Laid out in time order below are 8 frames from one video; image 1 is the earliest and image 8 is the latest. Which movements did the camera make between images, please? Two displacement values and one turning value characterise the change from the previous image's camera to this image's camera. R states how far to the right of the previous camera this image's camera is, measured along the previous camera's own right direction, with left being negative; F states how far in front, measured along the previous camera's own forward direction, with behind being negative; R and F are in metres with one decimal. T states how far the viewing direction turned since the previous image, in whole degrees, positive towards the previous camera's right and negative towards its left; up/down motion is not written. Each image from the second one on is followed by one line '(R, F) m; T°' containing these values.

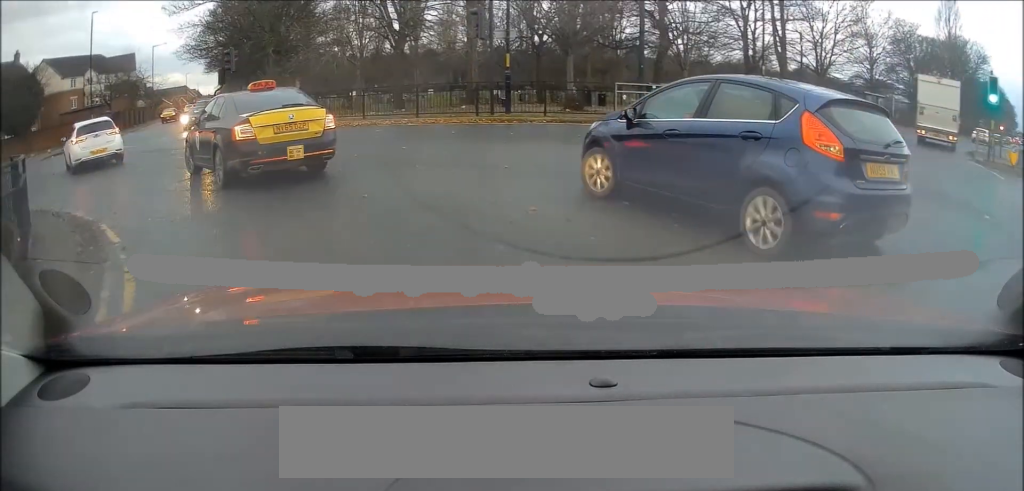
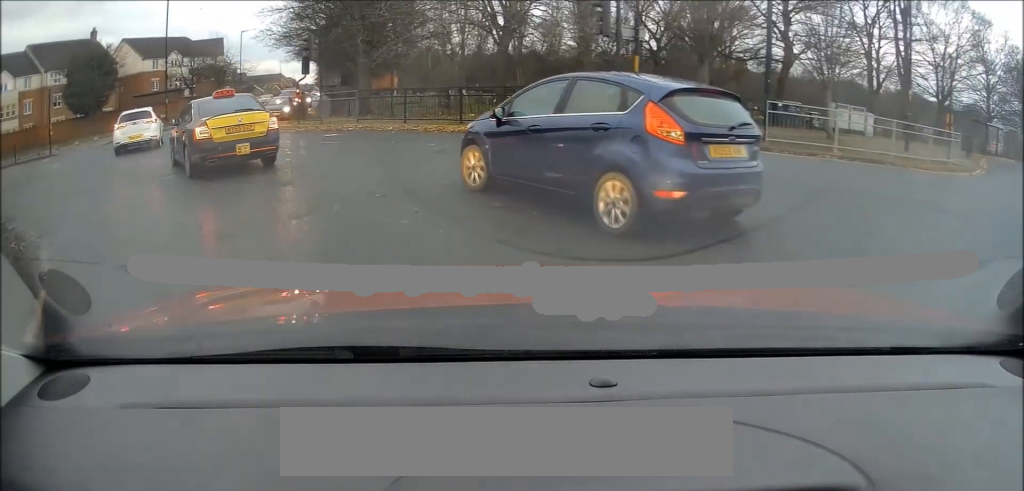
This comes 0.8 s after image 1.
(-0.1, +4.3) m; -8°
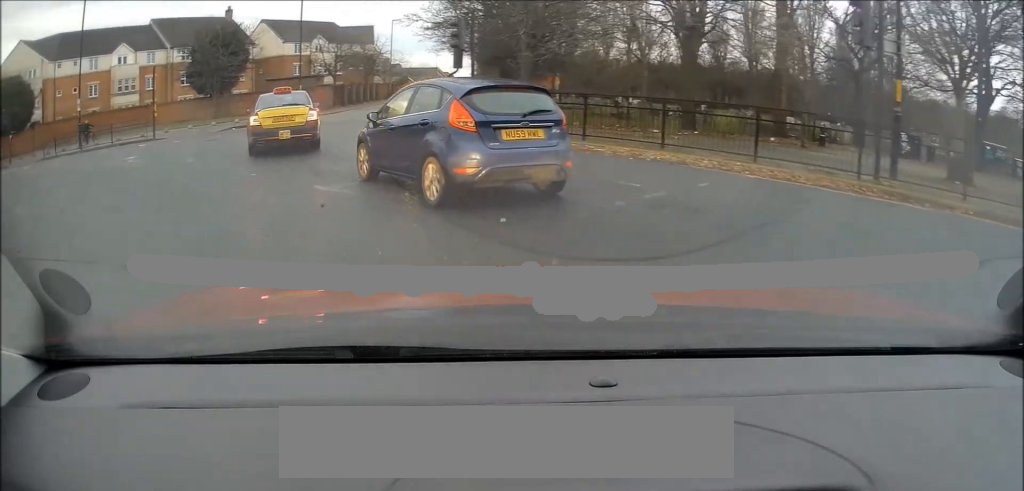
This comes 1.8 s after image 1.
(-0.7, +4.9) m; -15°
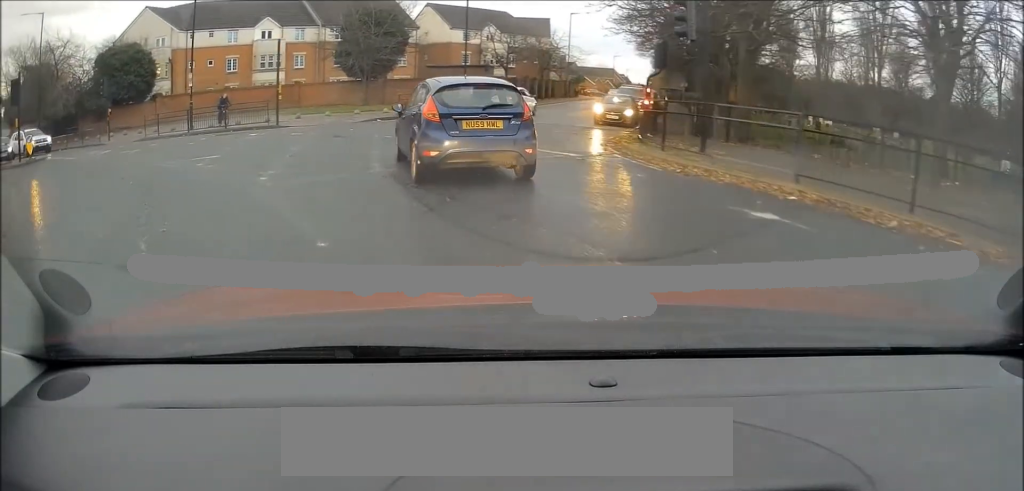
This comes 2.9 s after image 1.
(-0.8, +5.3) m; -16°
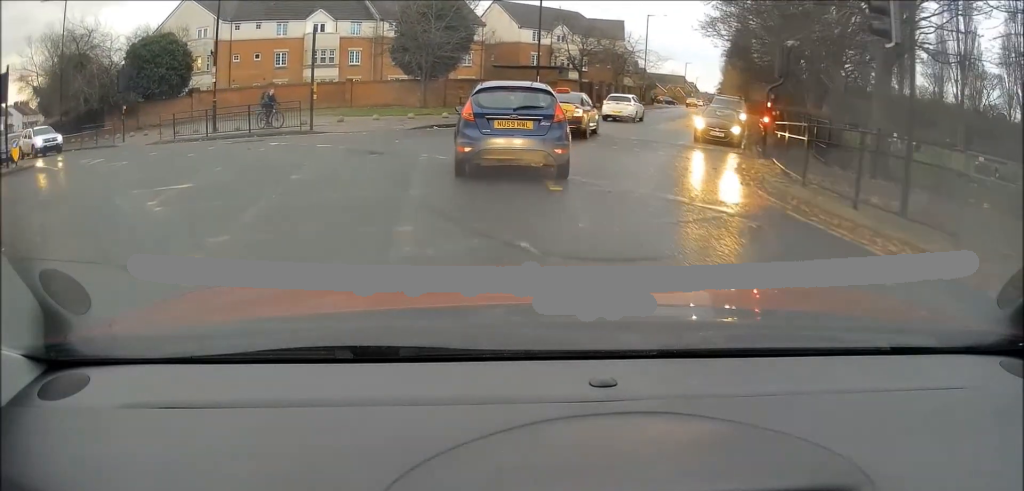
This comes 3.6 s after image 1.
(-0.5, +4.2) m; -7°
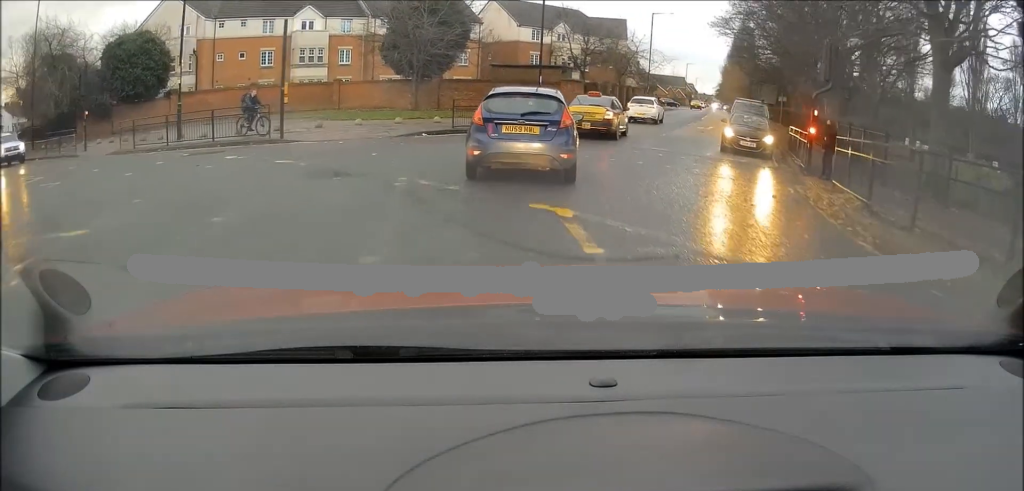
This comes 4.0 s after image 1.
(-0.1, +2.9) m; -2°
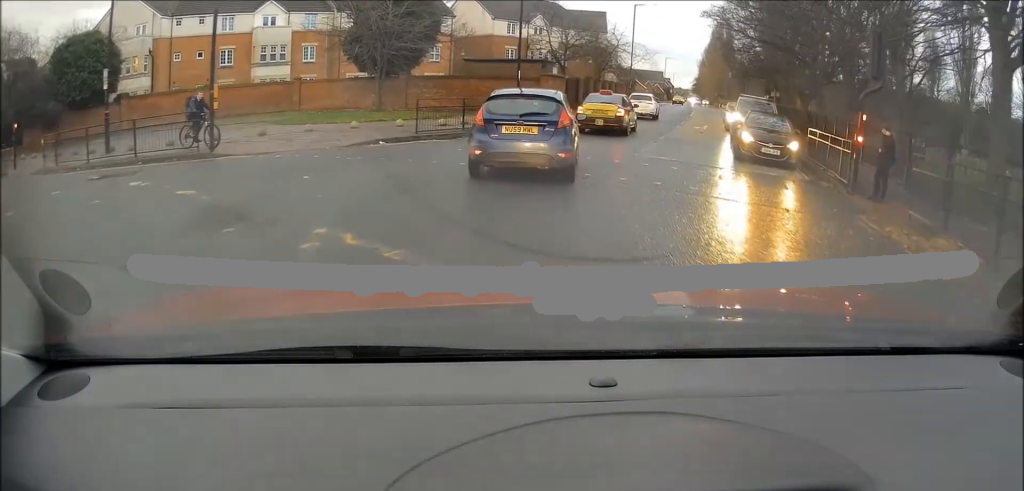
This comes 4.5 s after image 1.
(0.0, +3.3) m; -1°
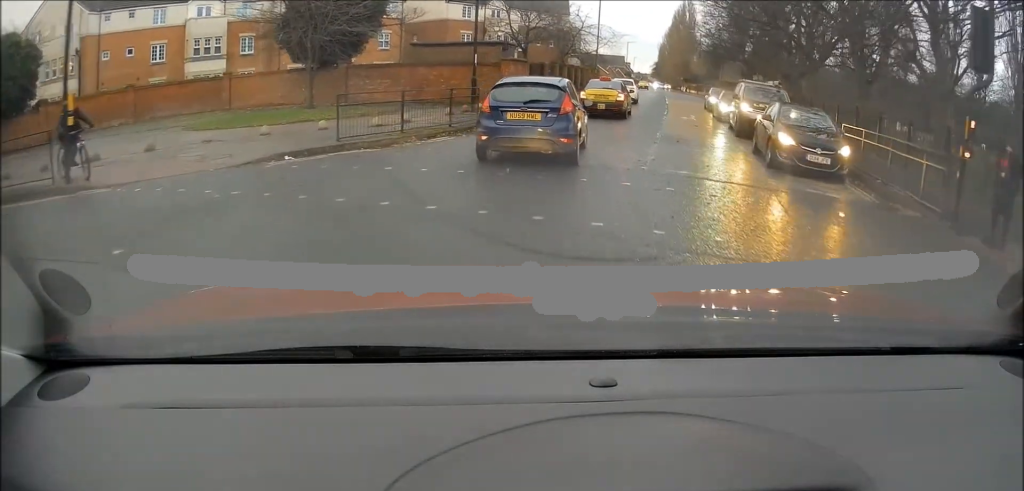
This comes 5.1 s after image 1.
(-0.1, +4.6) m; +1°
